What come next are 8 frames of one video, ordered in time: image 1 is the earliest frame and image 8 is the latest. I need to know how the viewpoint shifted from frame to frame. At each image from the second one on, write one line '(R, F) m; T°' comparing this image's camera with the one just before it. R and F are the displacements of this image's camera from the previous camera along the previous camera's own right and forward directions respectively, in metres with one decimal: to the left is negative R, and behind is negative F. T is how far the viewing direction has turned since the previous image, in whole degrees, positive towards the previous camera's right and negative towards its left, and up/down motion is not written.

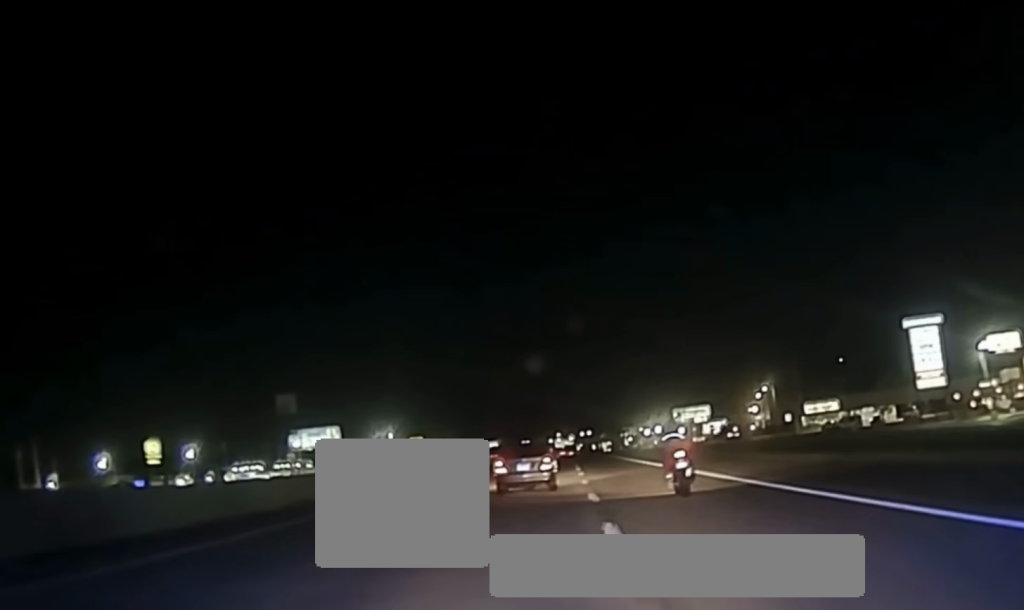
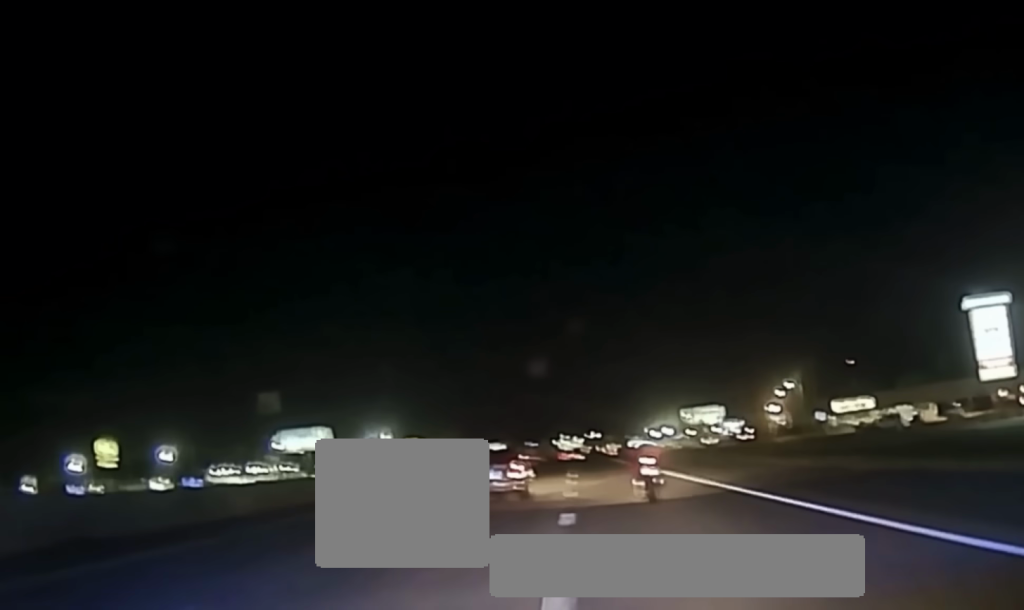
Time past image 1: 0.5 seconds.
(0.0, +20.6) m; 0°
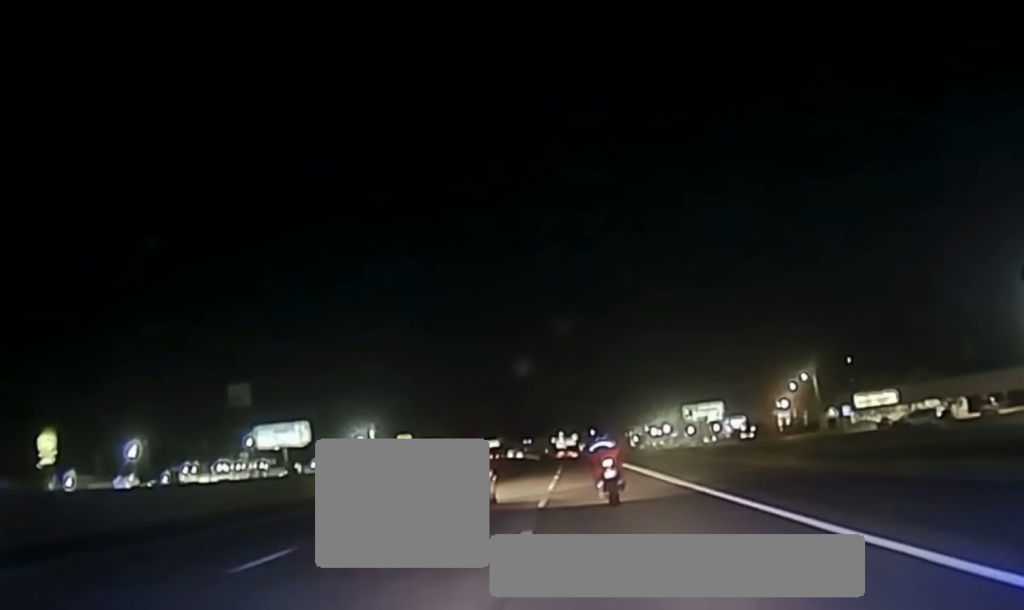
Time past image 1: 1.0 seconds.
(0.0, +18.3) m; 0°
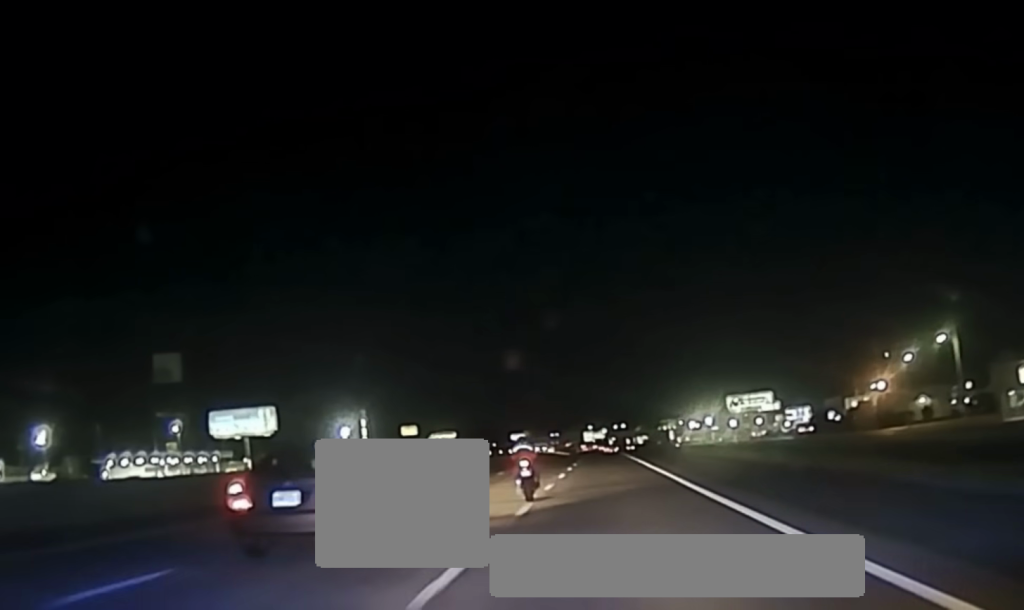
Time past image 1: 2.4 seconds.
(-0.9, +61.0) m; -2°
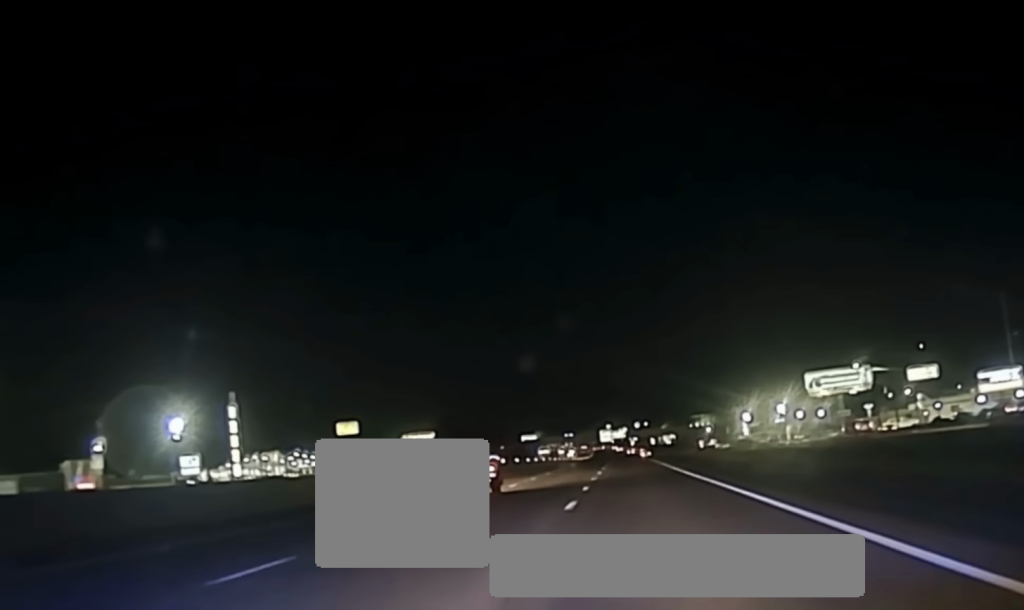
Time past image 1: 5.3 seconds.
(-0.9, +111.8) m; 0°
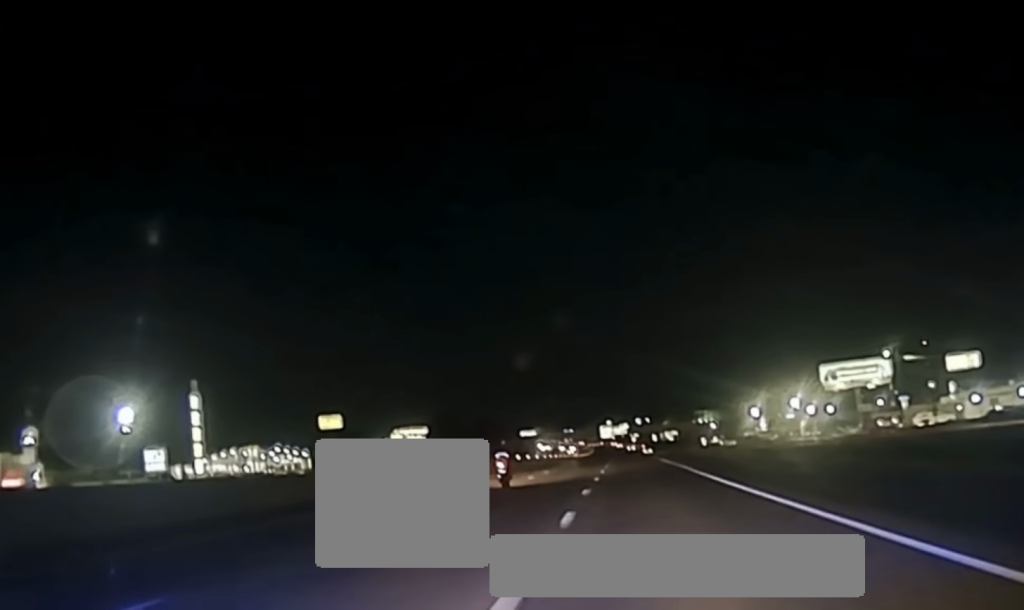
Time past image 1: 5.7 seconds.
(0.0, +17.4) m; 0°
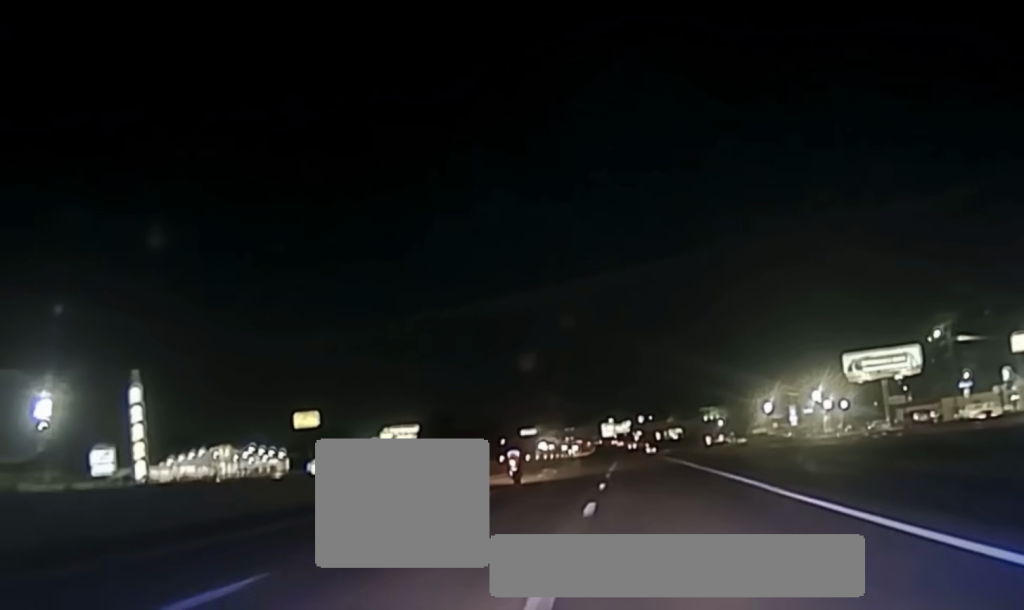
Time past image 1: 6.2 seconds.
(0.0, +21.0) m; 0°
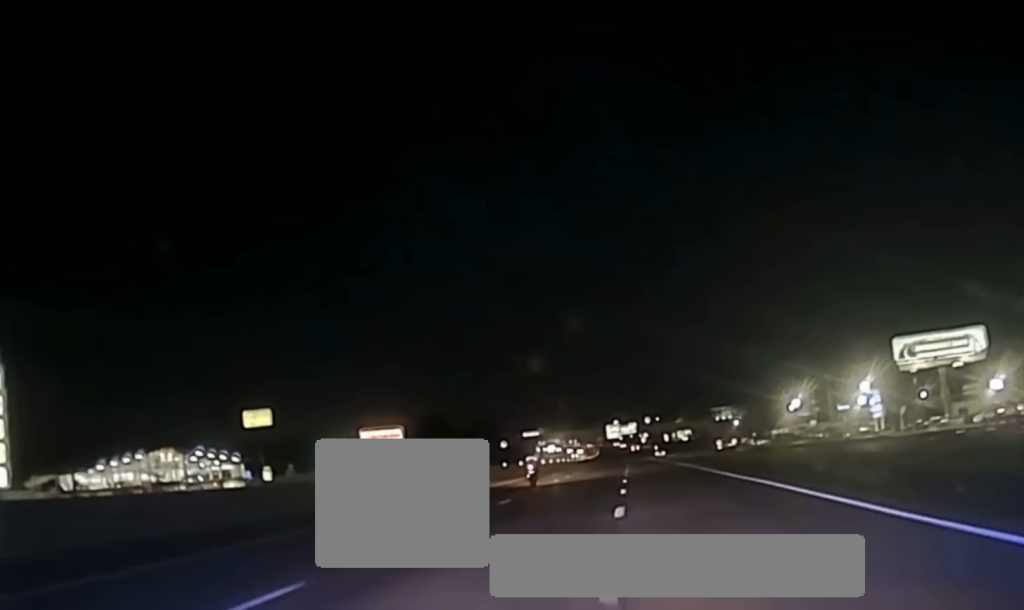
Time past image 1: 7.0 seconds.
(-0.1, +35.0) m; 0°
